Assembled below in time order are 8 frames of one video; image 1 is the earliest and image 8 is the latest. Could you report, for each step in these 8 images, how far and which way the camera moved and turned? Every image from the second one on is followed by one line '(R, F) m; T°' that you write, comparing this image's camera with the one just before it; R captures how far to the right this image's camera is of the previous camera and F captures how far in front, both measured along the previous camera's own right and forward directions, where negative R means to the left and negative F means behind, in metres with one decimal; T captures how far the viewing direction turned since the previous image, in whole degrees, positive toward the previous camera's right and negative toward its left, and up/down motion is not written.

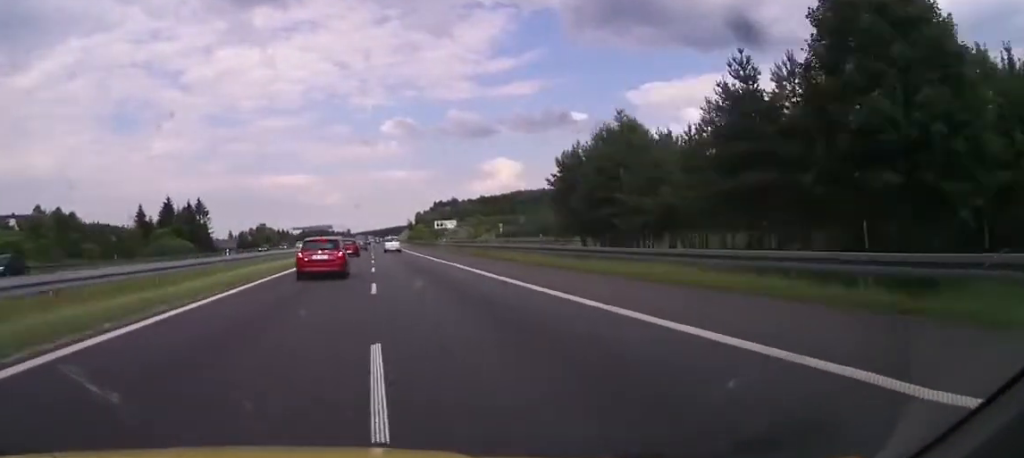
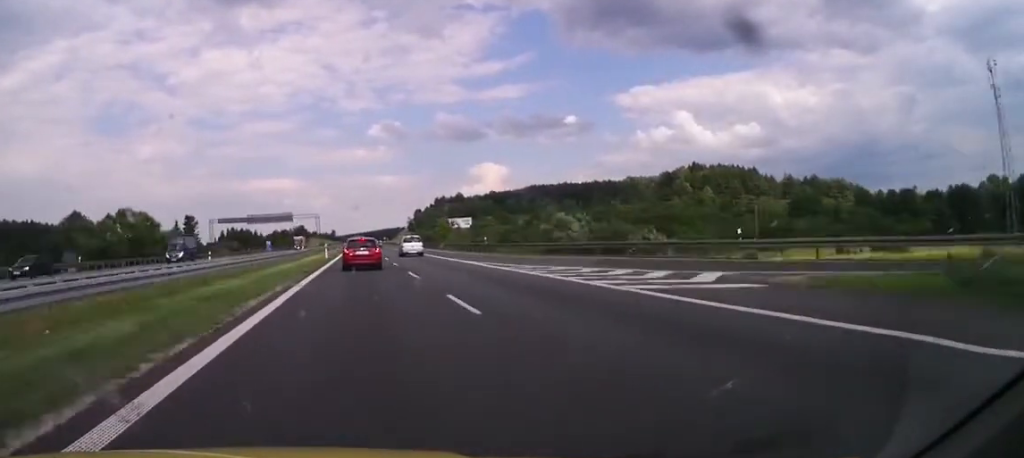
(-1.6, +111.9) m; 0°
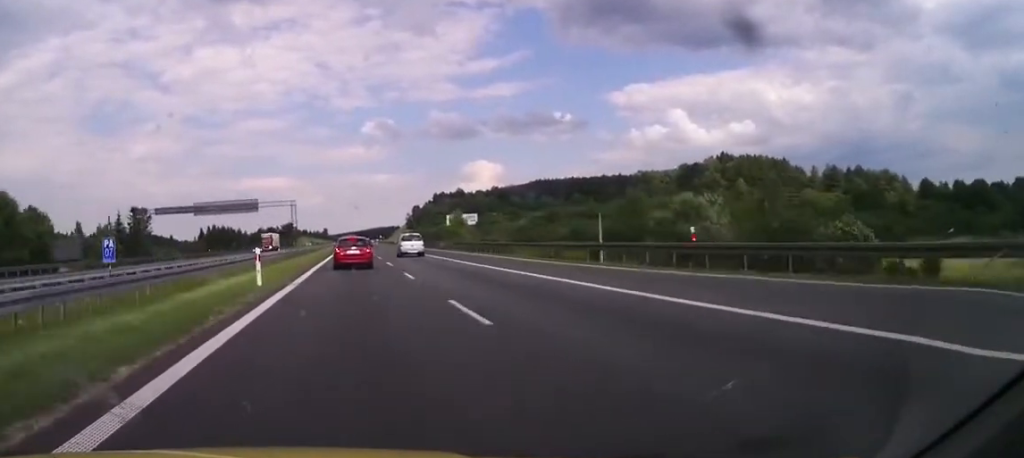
(0.0, +37.2) m; 0°
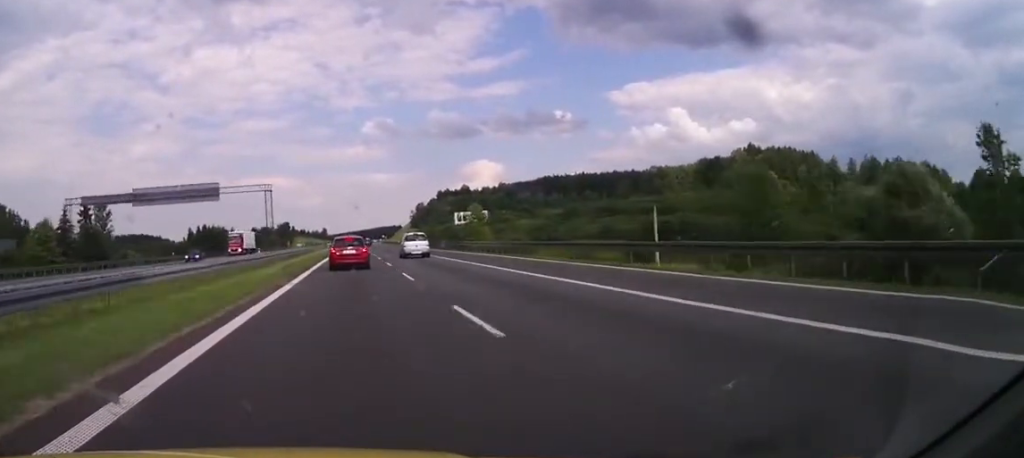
(0.0, +25.2) m; 0°
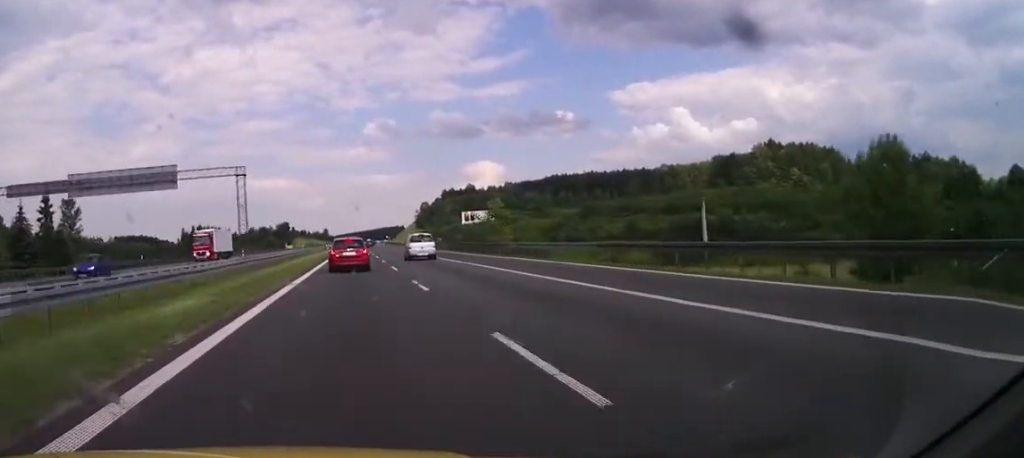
(-0.1, +15.6) m; 0°
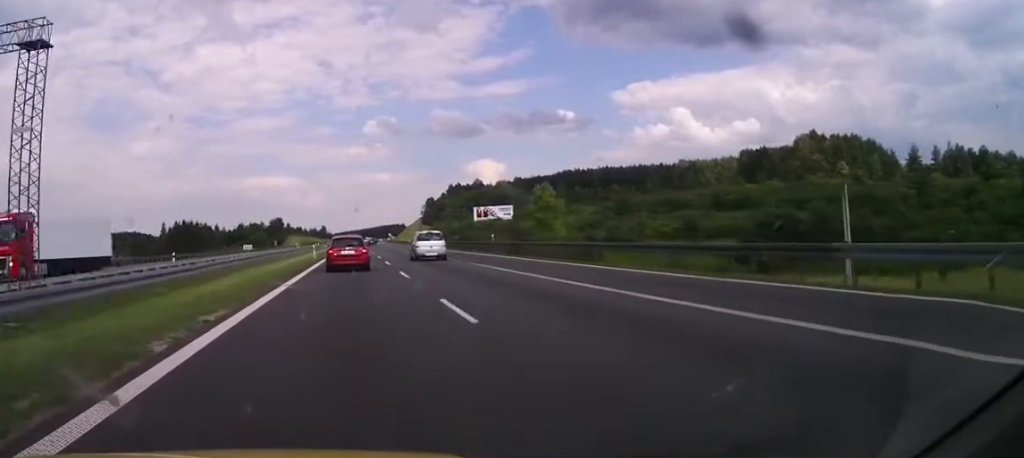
(+0.2, +31.1) m; 0°
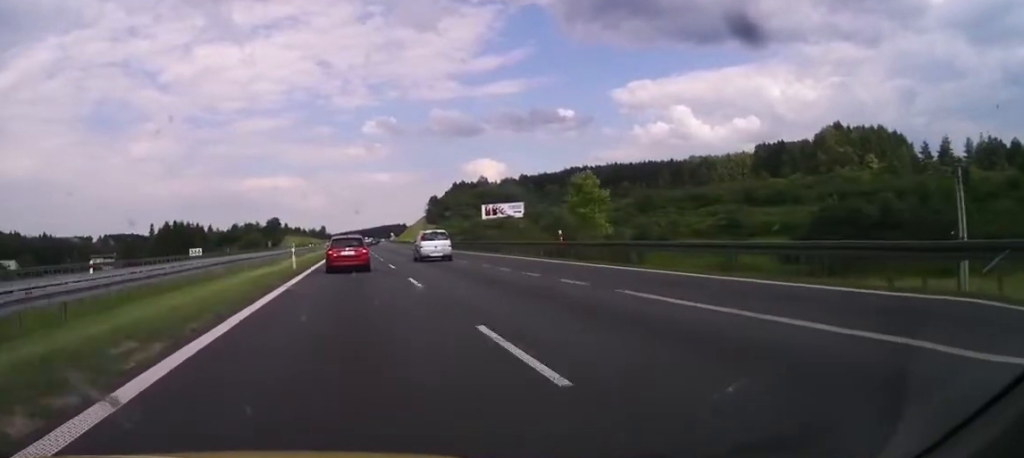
(+0.1, +16.7) m; 0°
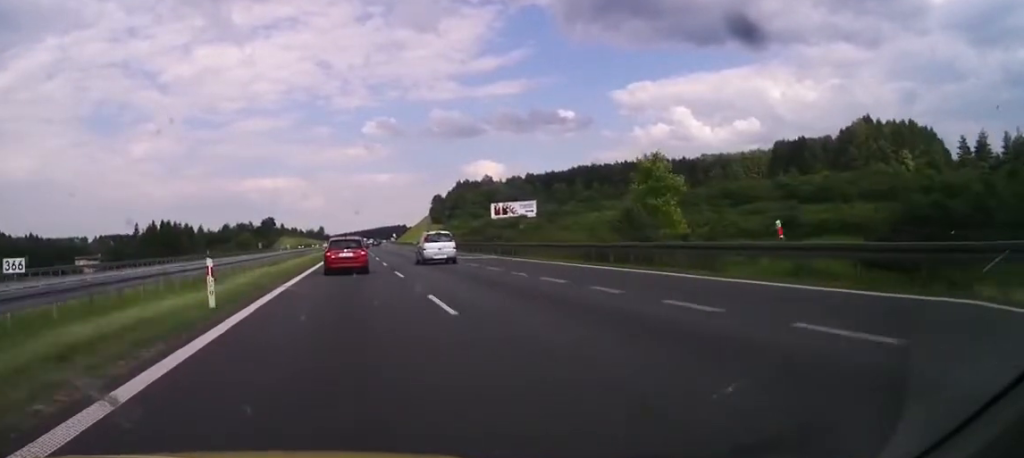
(0.0, +19.1) m; 0°
